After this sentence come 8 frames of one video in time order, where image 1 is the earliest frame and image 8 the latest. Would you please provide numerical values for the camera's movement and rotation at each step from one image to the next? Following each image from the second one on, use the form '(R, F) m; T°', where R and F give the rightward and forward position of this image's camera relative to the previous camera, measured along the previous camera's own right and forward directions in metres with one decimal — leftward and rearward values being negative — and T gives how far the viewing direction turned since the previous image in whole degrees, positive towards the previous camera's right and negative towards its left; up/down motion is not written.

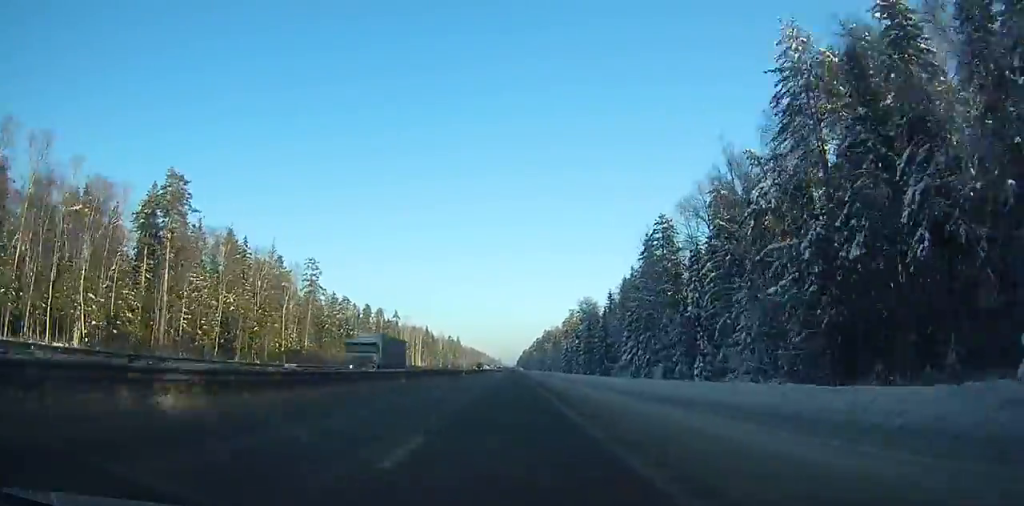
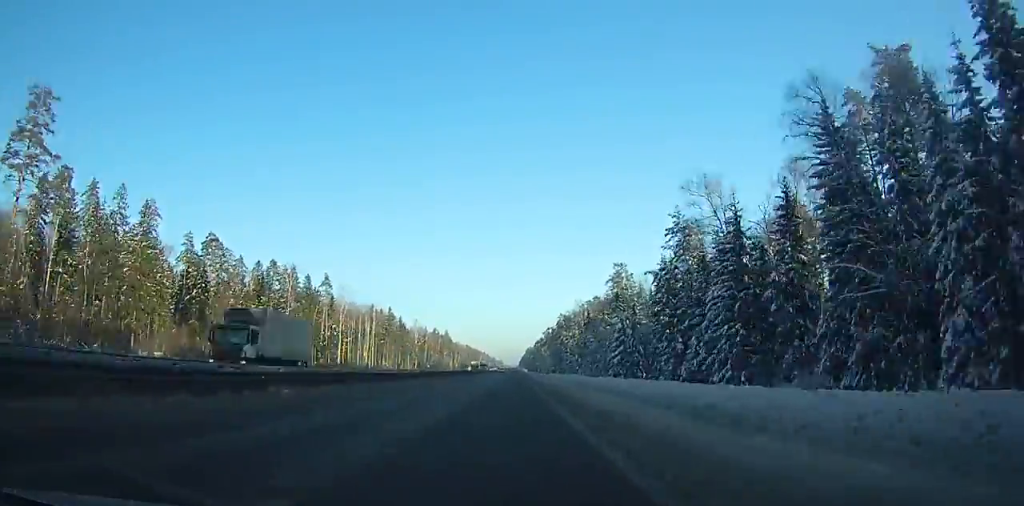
(+0.9, +113.2) m; +1°
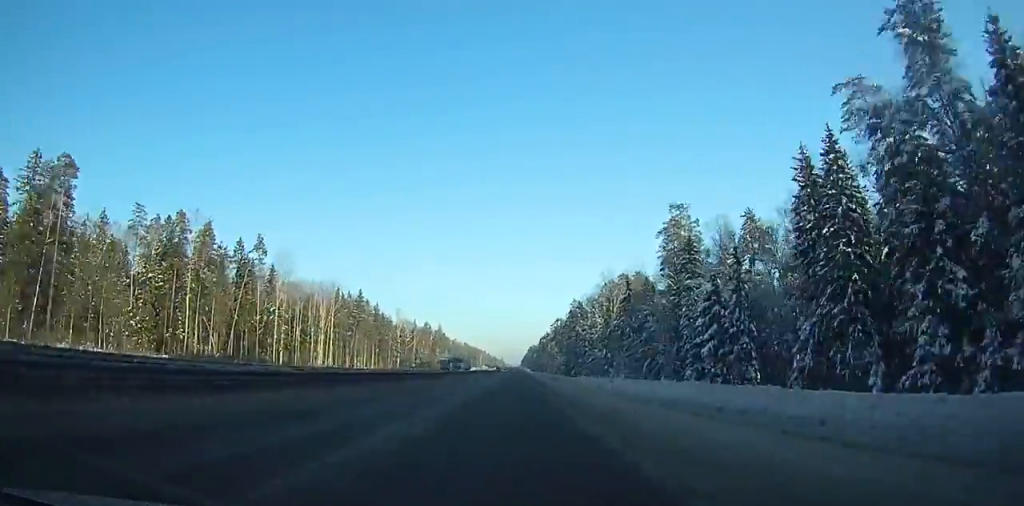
(+0.3, +53.4) m; 0°
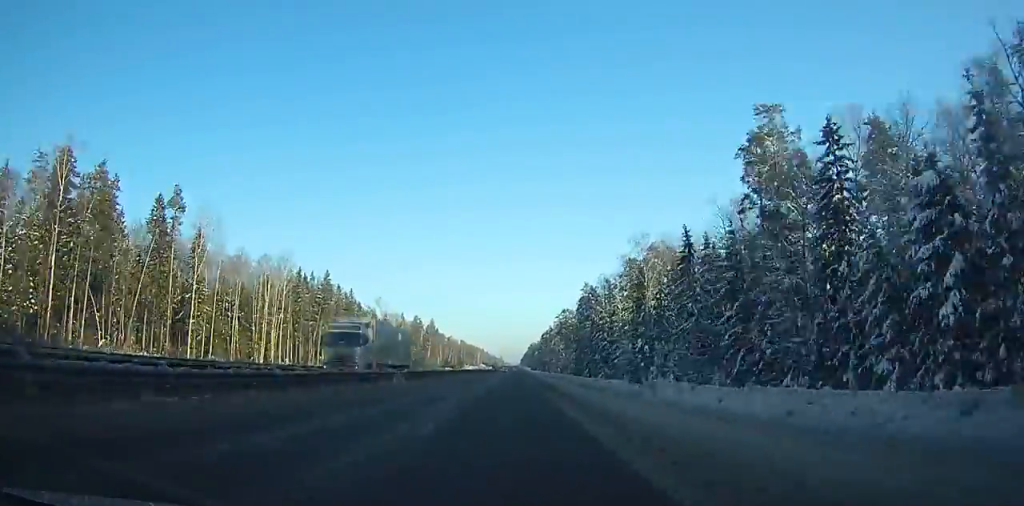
(-0.3, +36.8) m; 0°
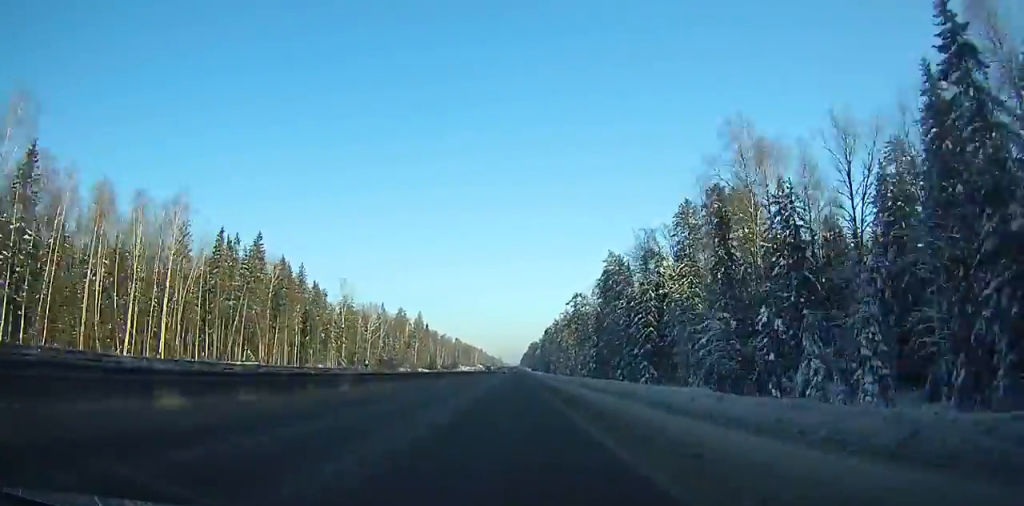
(-0.2, +45.0) m; 0°
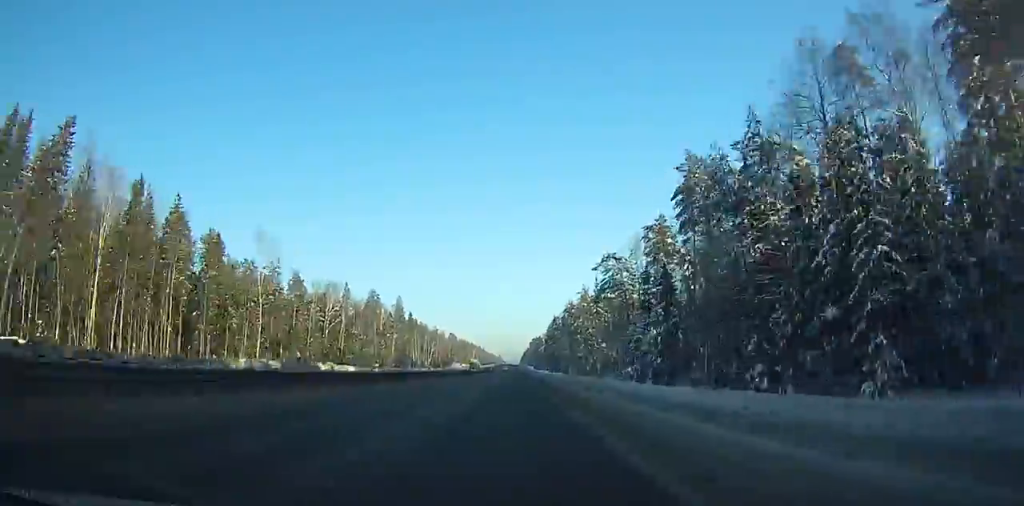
(-0.3, +58.7) m; 0°
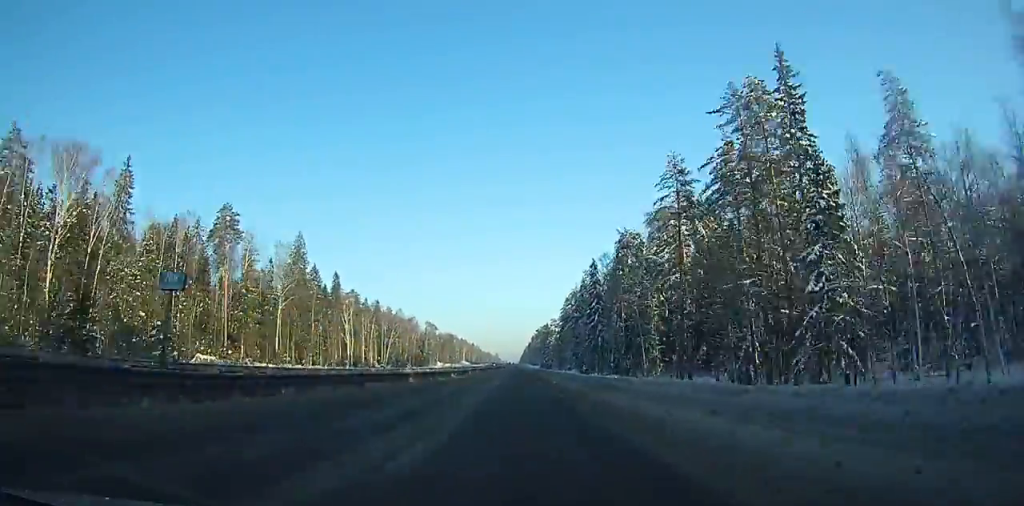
(+0.5, +125.7) m; 0°
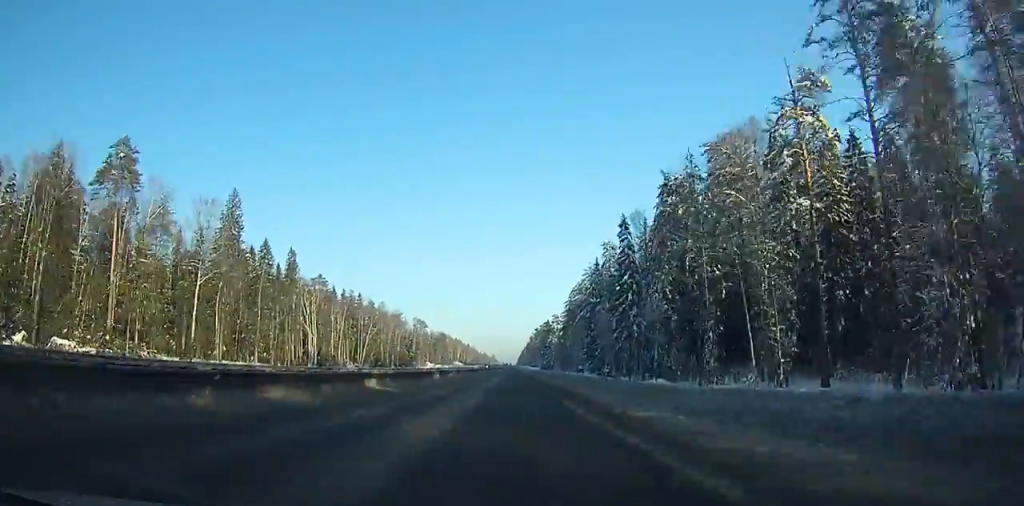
(0.0, +36.3) m; 0°
